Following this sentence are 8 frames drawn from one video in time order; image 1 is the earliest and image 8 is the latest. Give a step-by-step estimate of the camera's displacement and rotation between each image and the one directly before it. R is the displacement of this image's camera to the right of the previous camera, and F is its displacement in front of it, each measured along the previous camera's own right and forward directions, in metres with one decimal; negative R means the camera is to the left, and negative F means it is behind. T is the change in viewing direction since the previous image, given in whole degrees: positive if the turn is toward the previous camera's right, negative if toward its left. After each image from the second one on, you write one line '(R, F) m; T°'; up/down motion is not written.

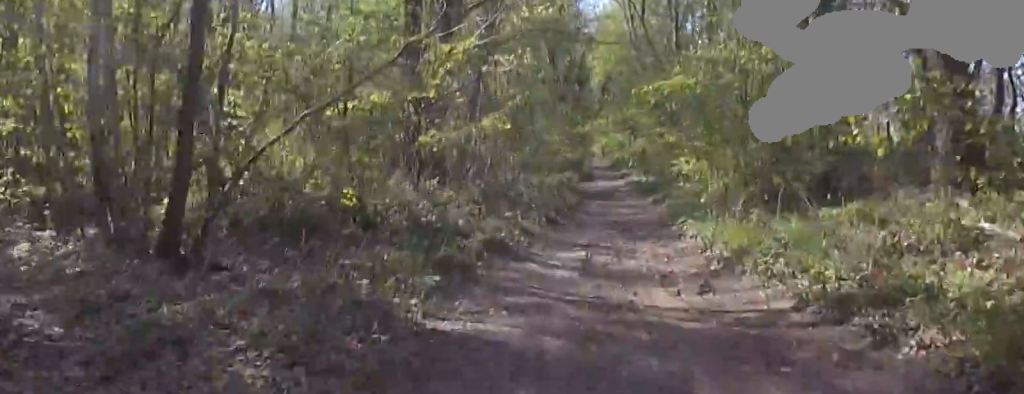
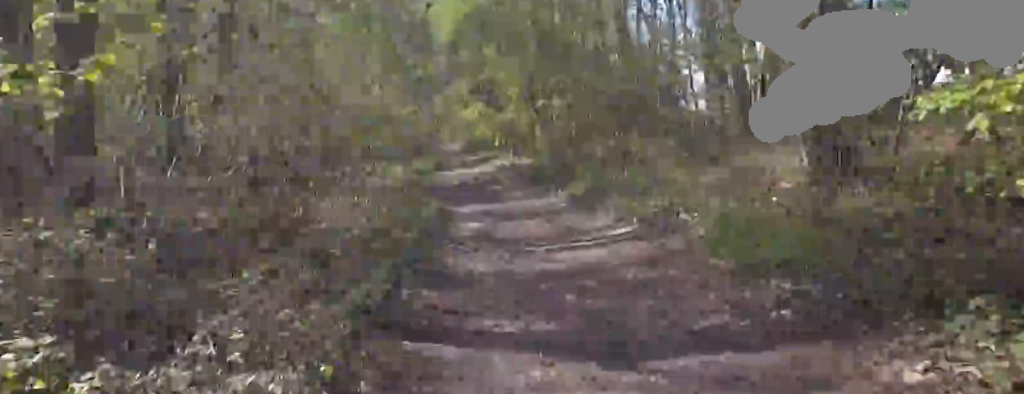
(+0.3, +9.5) m; +2°
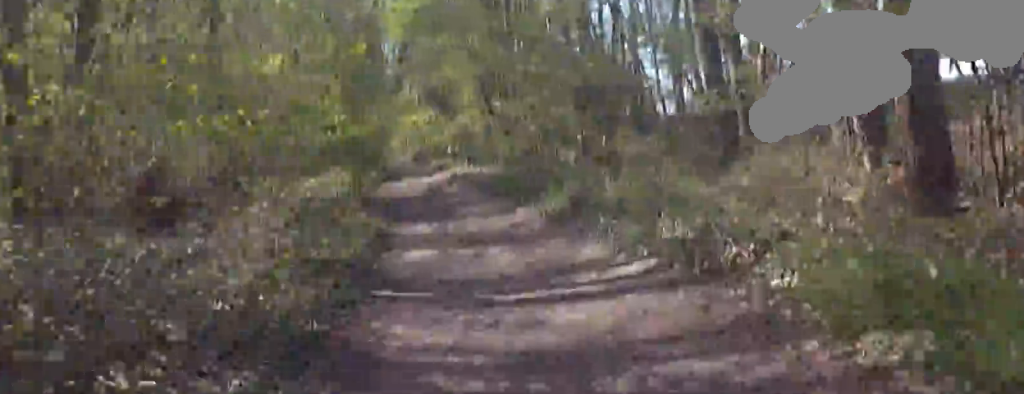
(0.0, +2.3) m; 0°
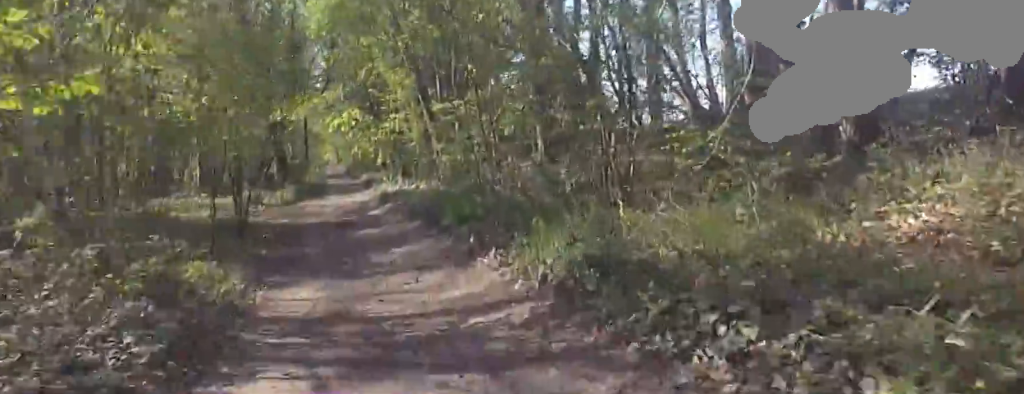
(0.0, +4.3) m; 0°
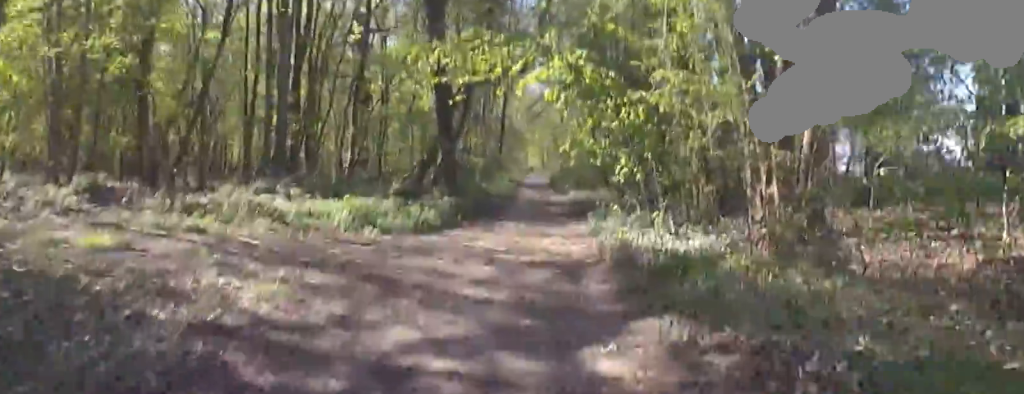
(0.0, +11.1) m; 0°
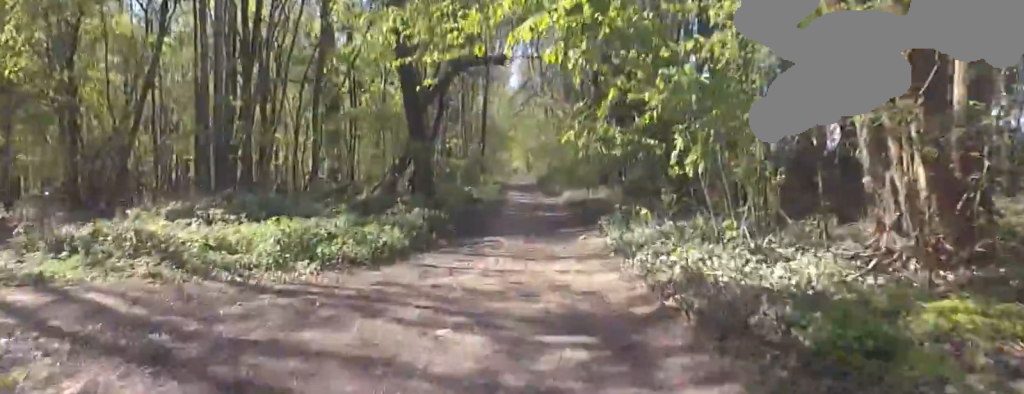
(0.0, +3.3) m; 0°
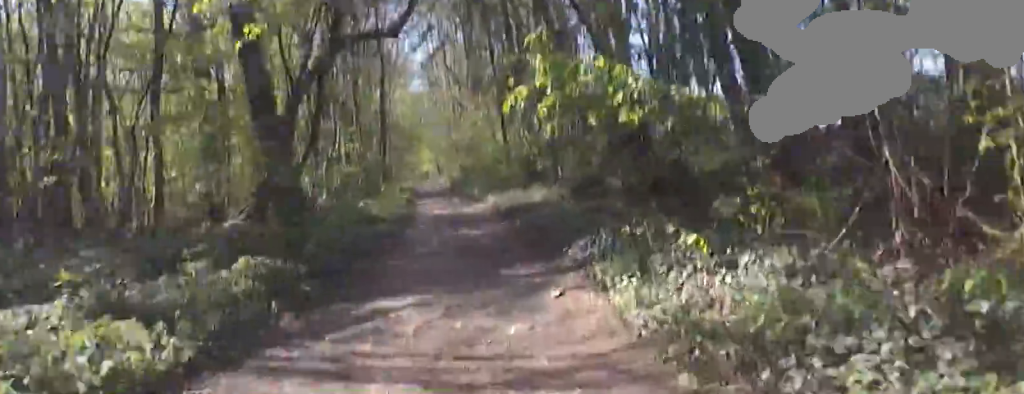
(0.0, +5.0) m; 0°
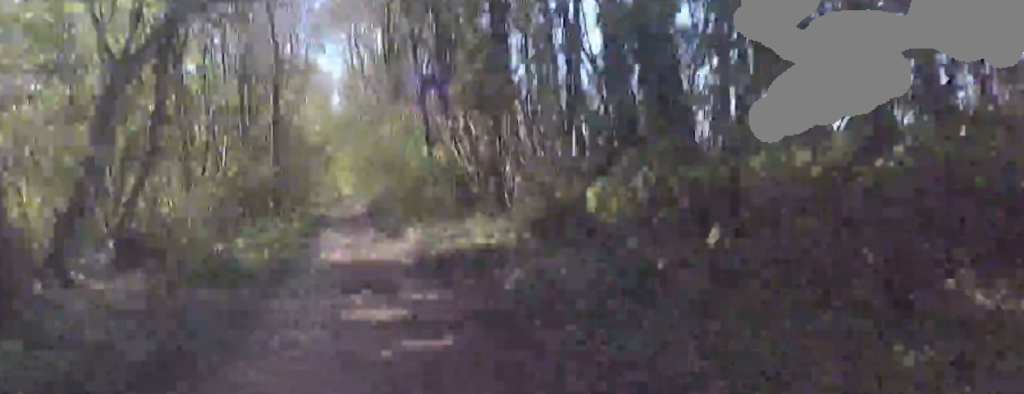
(0.0, +5.1) m; 0°
